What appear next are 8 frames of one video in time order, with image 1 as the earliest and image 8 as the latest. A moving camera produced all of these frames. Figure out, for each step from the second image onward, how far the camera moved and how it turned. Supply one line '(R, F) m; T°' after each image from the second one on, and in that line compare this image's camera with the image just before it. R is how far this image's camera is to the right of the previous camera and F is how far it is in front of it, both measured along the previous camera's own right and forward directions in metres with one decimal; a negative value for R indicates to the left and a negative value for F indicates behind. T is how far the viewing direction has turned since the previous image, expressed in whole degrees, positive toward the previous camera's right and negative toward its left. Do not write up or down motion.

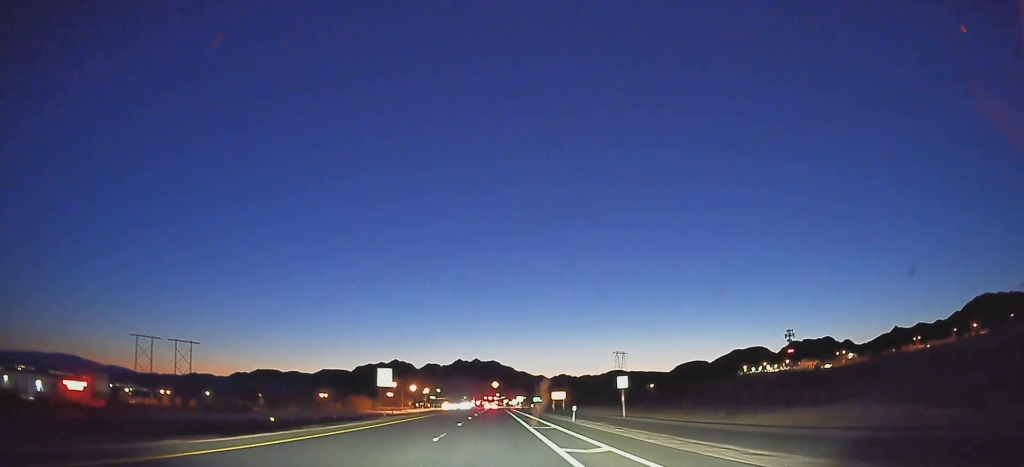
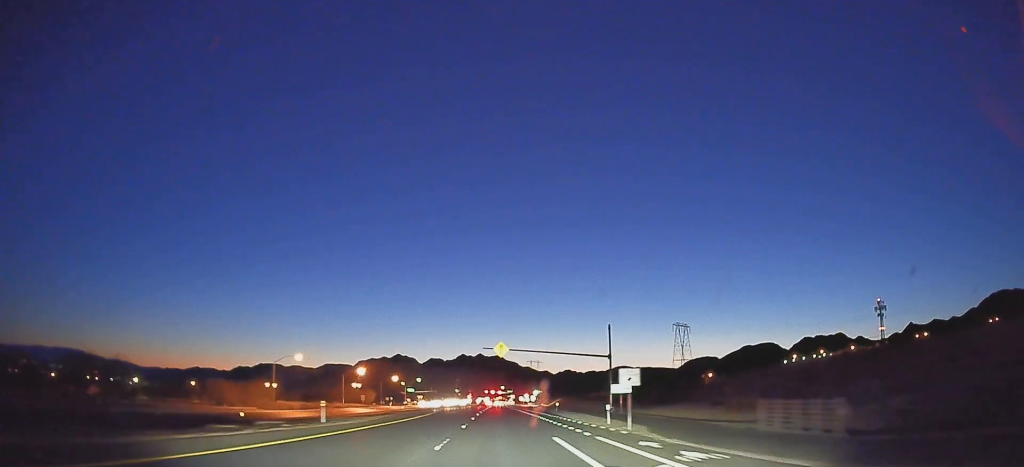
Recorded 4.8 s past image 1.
(-0.1, +86.3) m; 0°
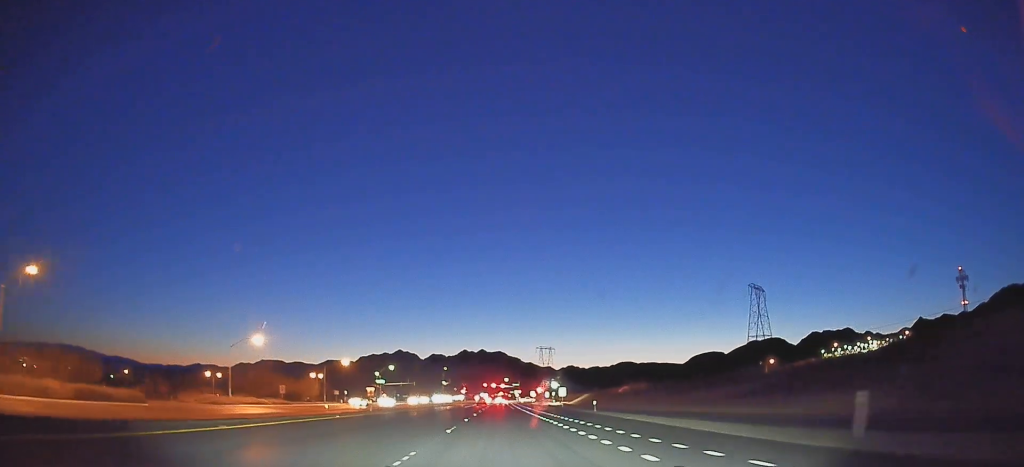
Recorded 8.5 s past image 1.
(0.0, +54.5) m; 0°
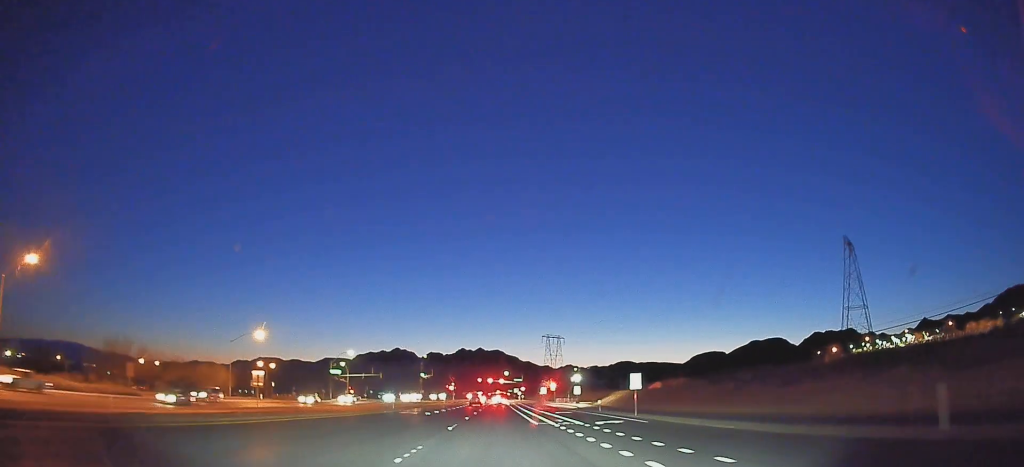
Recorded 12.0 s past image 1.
(-0.2, +46.0) m; 0°
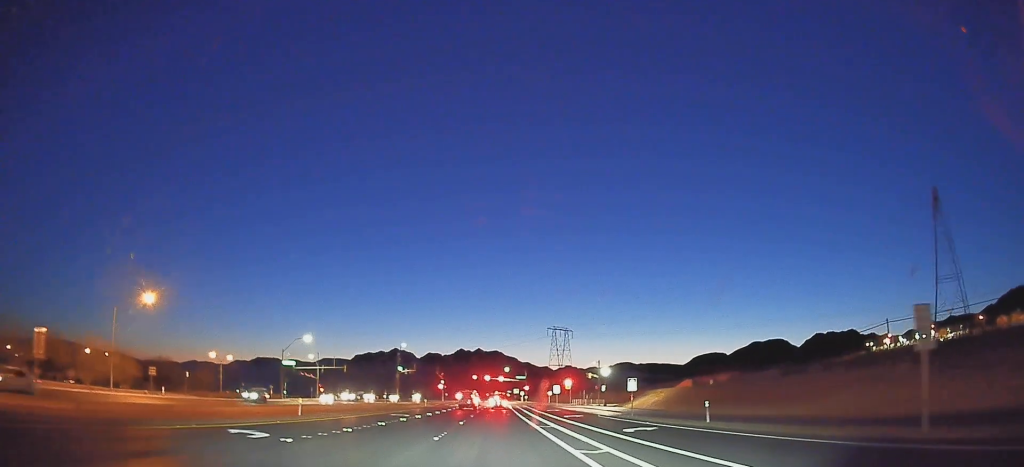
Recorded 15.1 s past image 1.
(0.0, +32.0) m; 0°
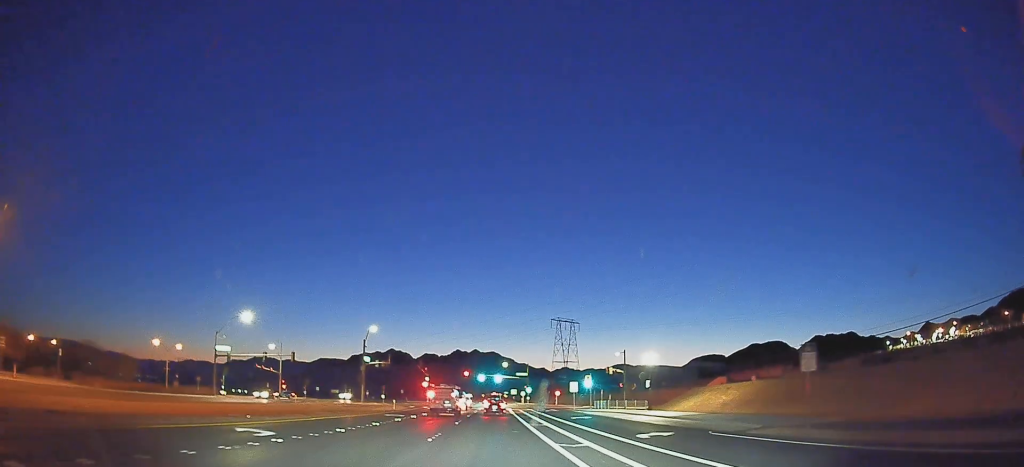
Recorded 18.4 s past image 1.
(0.0, +28.0) m; +1°
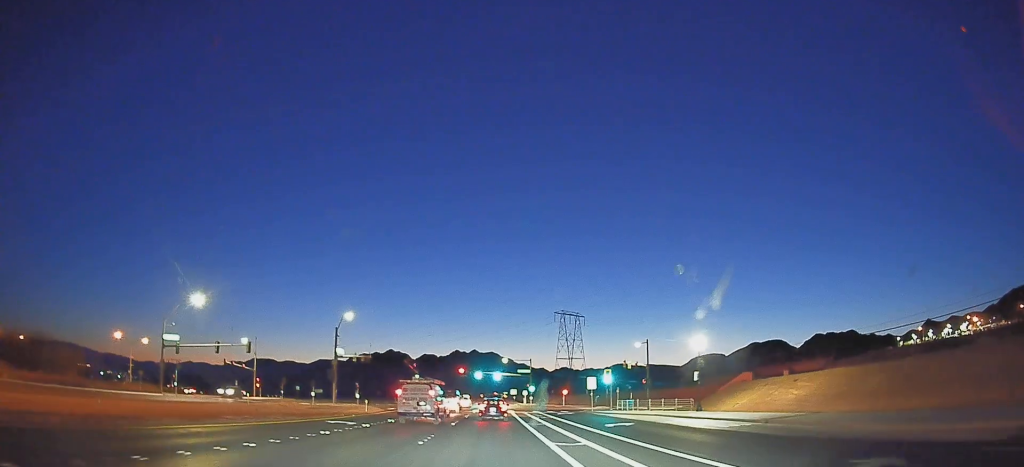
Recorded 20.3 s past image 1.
(+0.1, +15.8) m; +1°
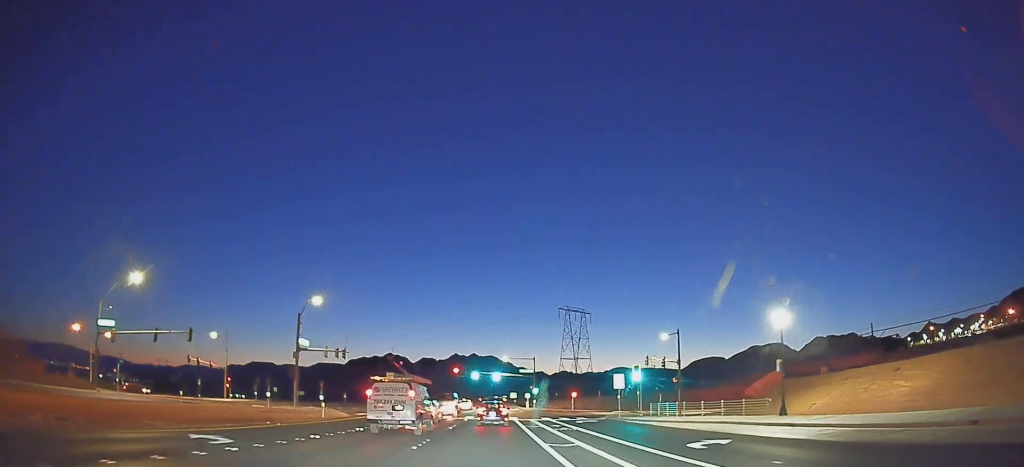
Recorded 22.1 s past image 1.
(+0.1, +15.3) m; 0°
